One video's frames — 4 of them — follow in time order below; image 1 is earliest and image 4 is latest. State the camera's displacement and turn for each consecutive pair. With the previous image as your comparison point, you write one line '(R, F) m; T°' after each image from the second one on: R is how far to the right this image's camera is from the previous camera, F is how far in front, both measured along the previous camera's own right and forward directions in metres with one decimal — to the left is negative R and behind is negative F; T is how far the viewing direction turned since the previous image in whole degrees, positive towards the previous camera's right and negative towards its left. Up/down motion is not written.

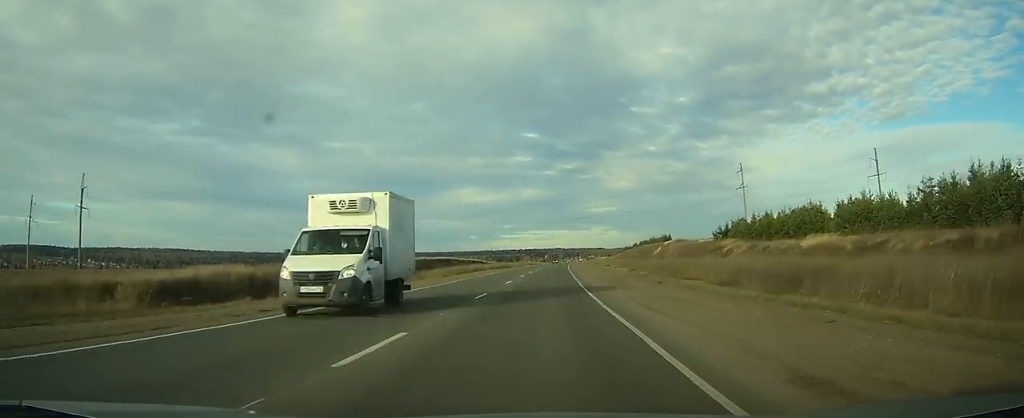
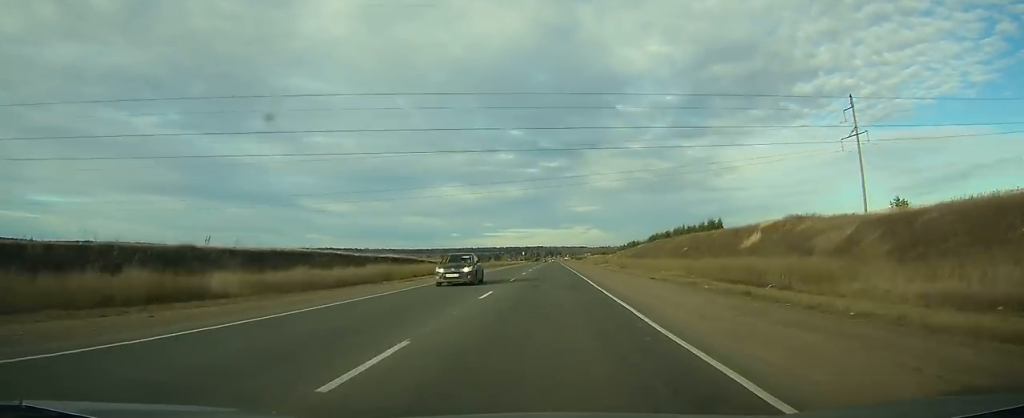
(+1.3, +84.2) m; +2°
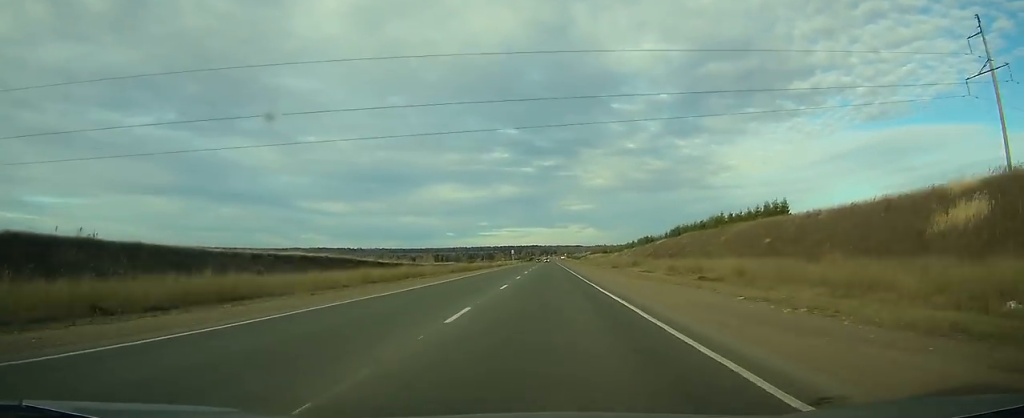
(+0.3, +41.3) m; +1°
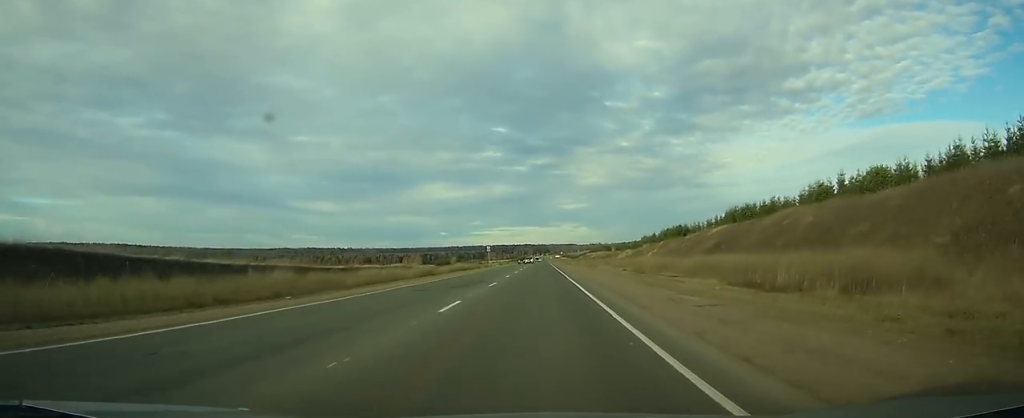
(+0.5, +56.9) m; +1°
